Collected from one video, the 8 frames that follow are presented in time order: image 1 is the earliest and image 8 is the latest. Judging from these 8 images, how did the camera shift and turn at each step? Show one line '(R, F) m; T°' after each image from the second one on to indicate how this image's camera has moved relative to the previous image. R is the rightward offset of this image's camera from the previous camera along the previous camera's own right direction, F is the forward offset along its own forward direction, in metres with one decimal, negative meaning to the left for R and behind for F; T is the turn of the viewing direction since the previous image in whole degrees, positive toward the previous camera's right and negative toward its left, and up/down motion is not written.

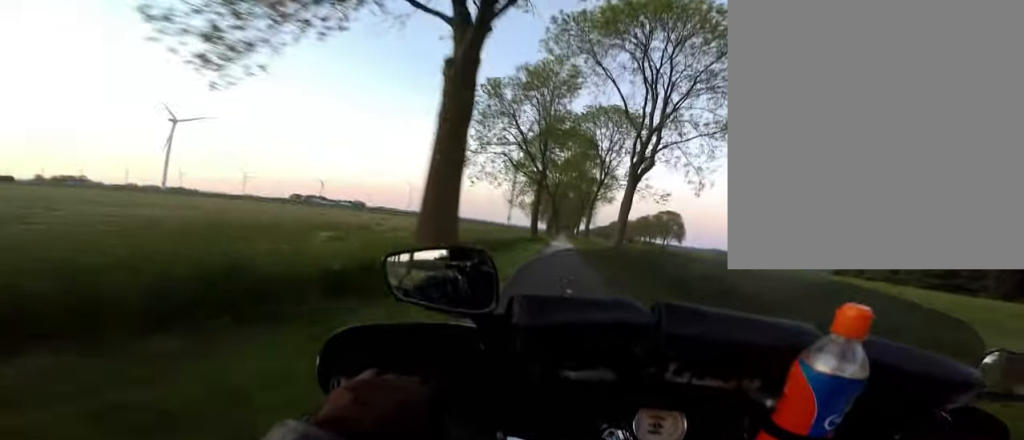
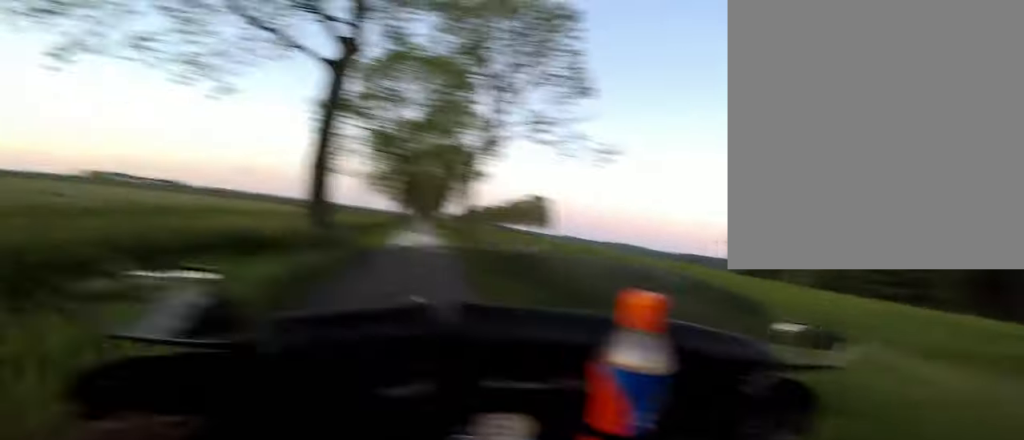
(-0.6, +20.2) m; 0°
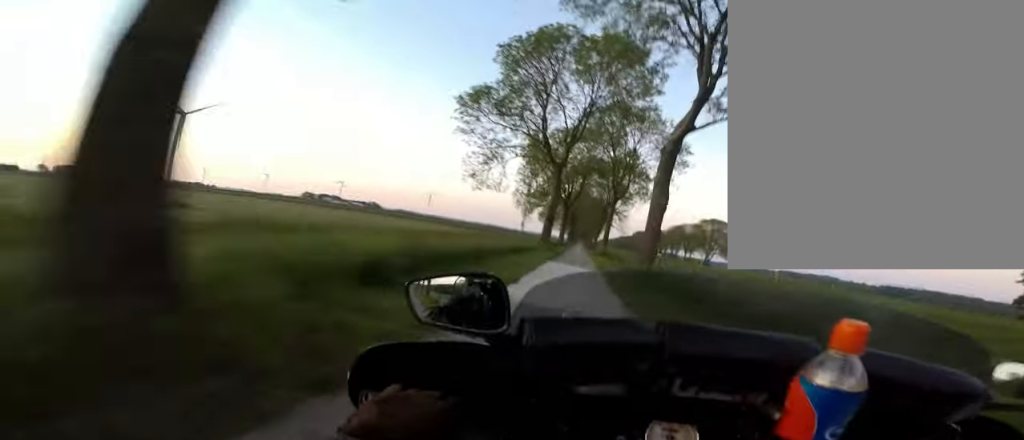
(+0.7, +8.8) m; +1°
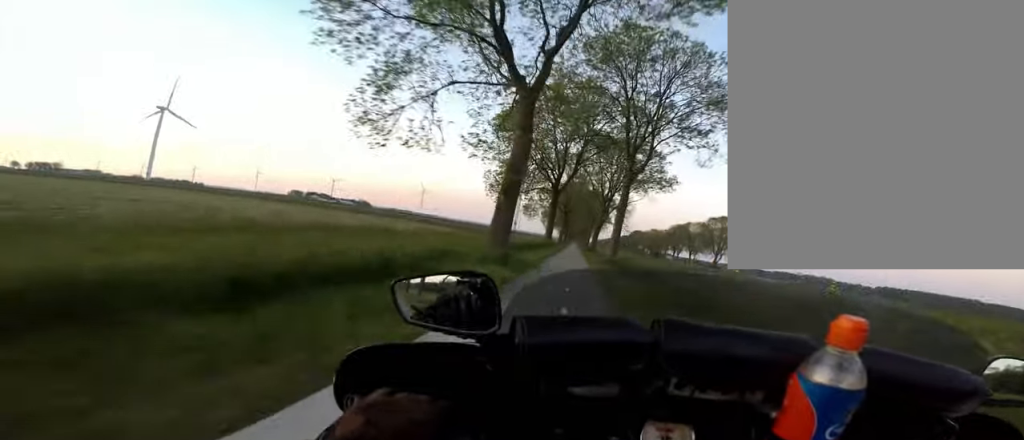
(+0.1, +14.3) m; +1°
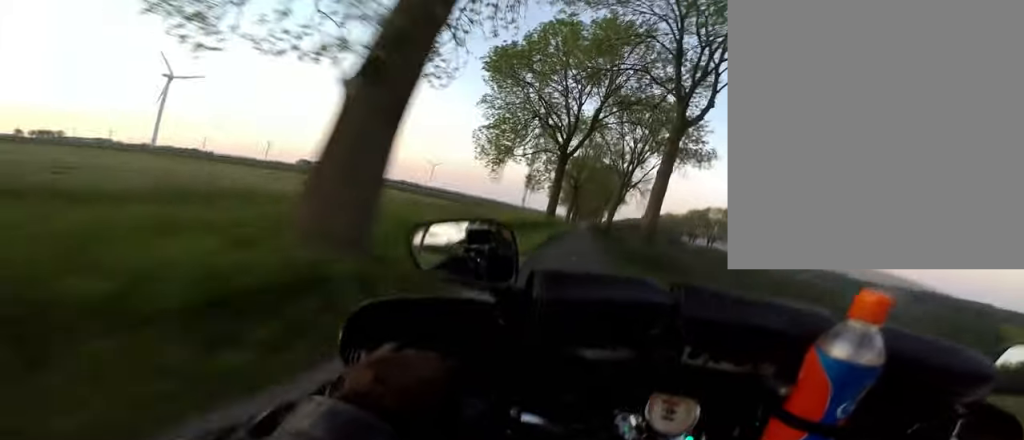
(-0.1, +8.4) m; 0°
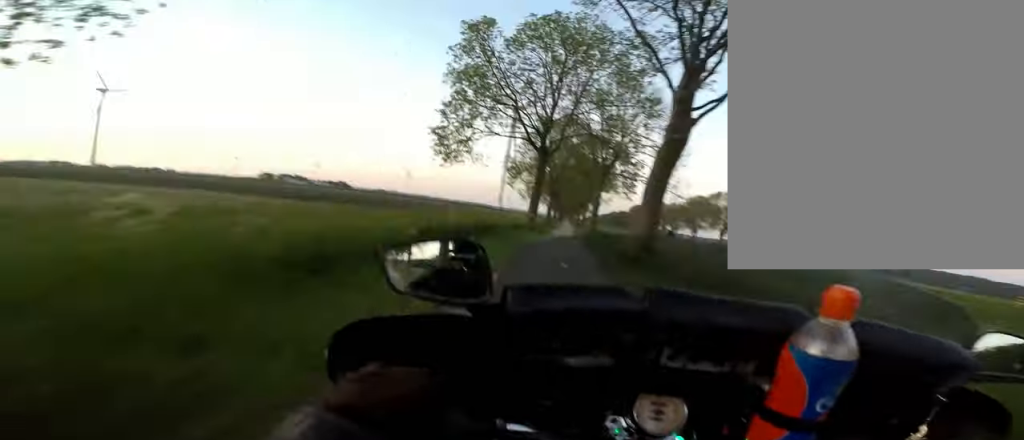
(-0.1, +27.2) m; 0°
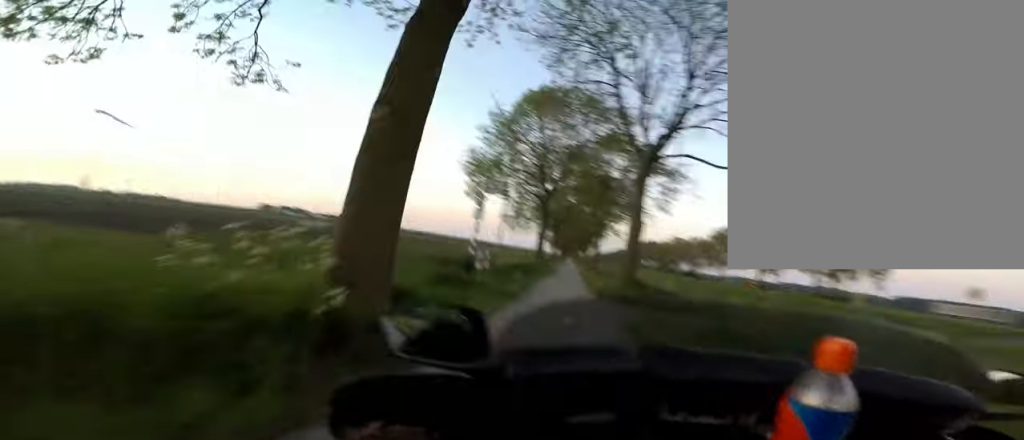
(+0.4, +20.0) m; 0°
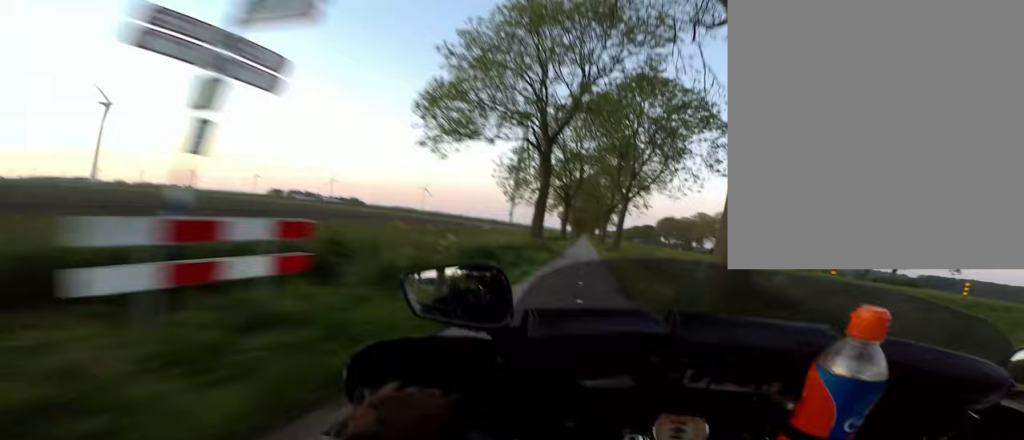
(-0.3, +9.7) m; 0°
